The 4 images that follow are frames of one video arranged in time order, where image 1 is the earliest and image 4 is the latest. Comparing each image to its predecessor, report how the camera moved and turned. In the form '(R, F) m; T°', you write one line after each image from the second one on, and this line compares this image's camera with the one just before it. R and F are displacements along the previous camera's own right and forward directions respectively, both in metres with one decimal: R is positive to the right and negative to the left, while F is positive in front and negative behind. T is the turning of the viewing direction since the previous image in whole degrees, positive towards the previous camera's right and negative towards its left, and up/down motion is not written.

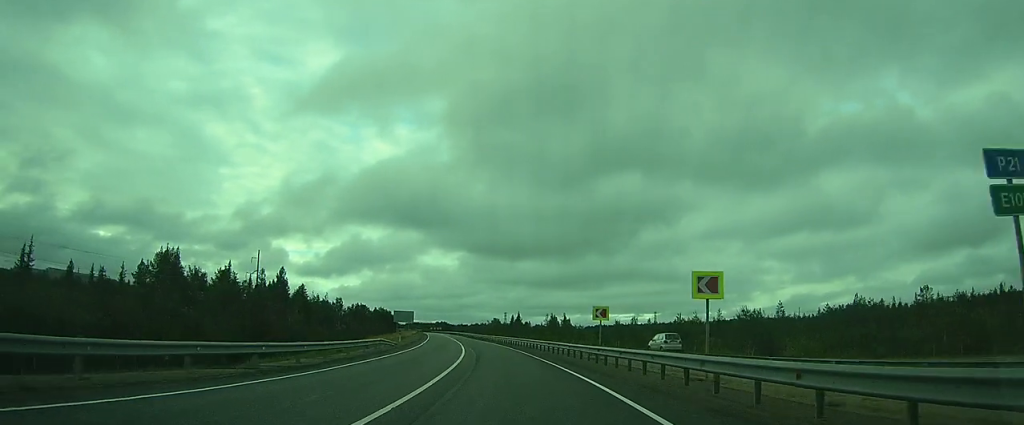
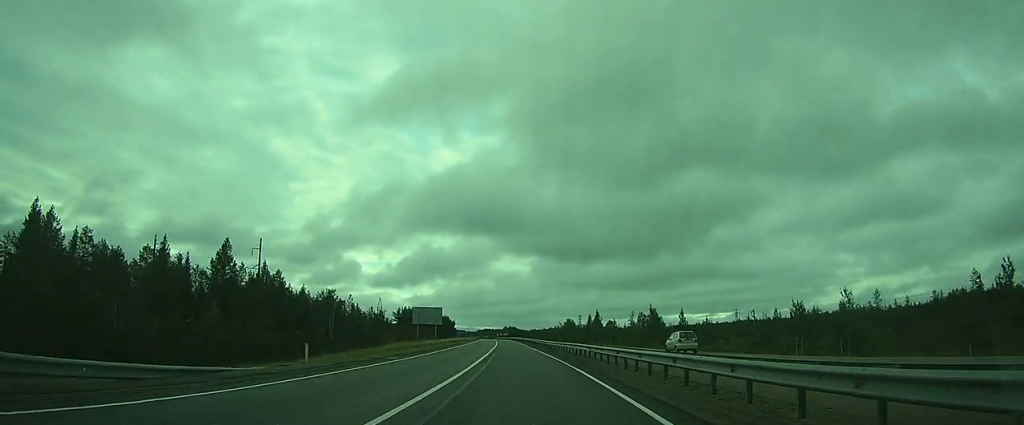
(-1.1, +35.1) m; -5°
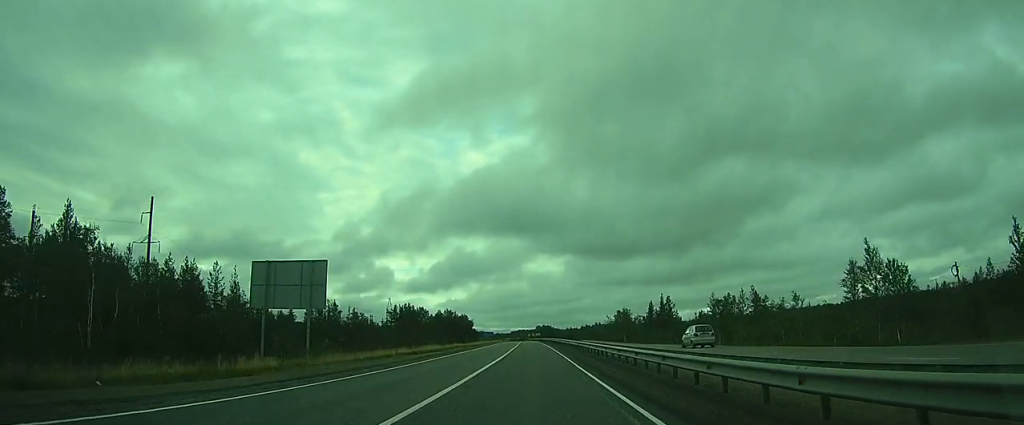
(-2.2, +42.7) m; -4°
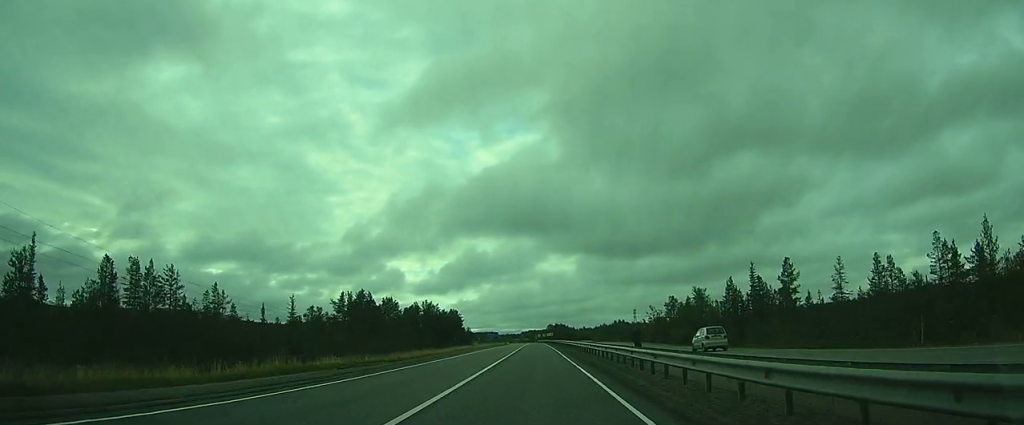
(+0.4, +53.0) m; -1°
